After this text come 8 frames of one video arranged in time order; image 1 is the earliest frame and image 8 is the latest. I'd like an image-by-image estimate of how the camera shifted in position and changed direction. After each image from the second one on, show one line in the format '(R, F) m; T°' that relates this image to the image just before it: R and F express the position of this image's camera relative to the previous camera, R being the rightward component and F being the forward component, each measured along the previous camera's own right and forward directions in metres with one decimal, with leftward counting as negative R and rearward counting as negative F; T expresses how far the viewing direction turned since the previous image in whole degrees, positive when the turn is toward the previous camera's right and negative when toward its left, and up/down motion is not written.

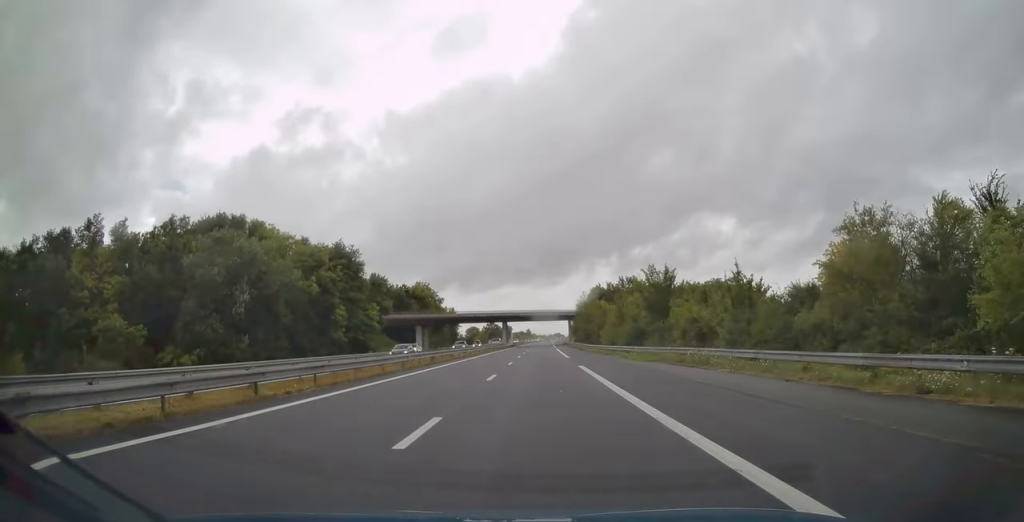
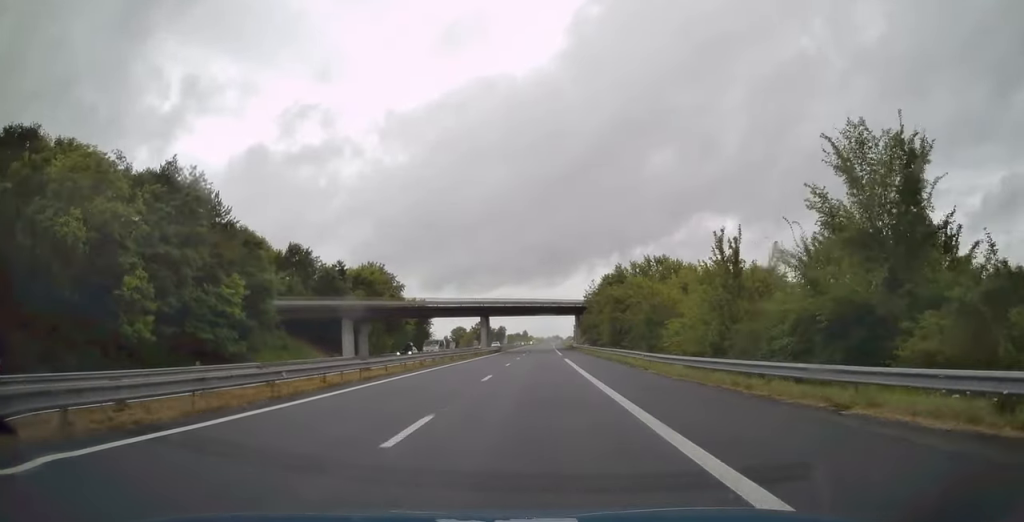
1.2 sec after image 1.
(+0.1, +38.9) m; 0°
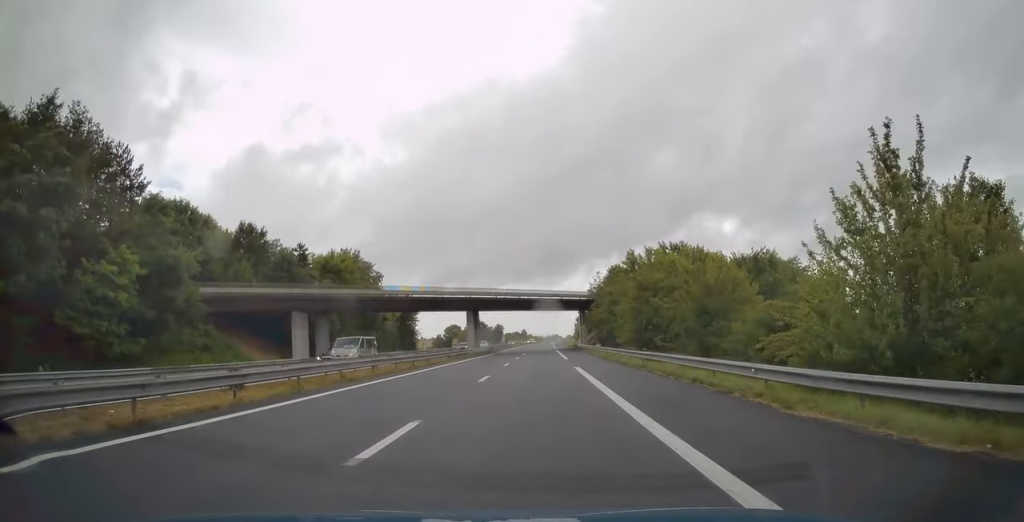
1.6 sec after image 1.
(0.0, +14.0) m; 0°
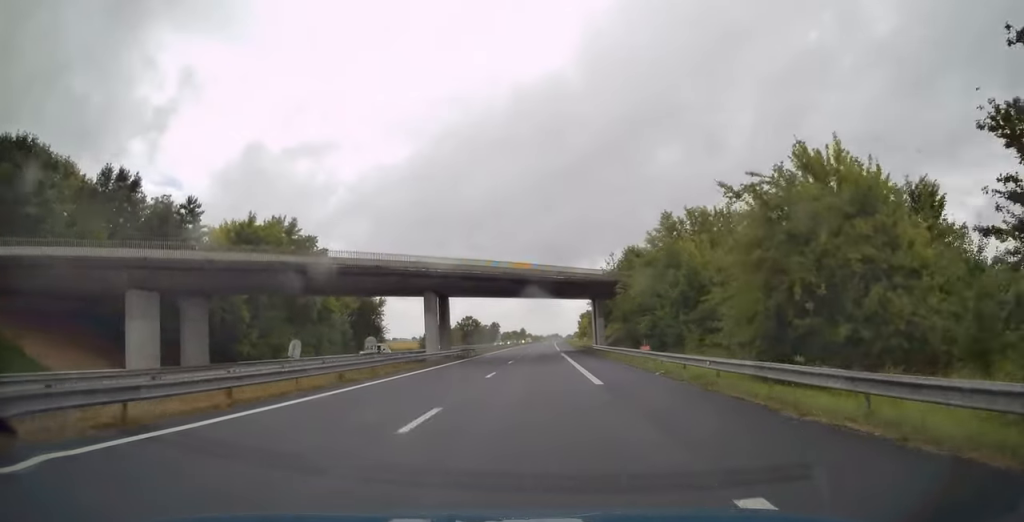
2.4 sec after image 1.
(-0.1, +24.3) m; 0°
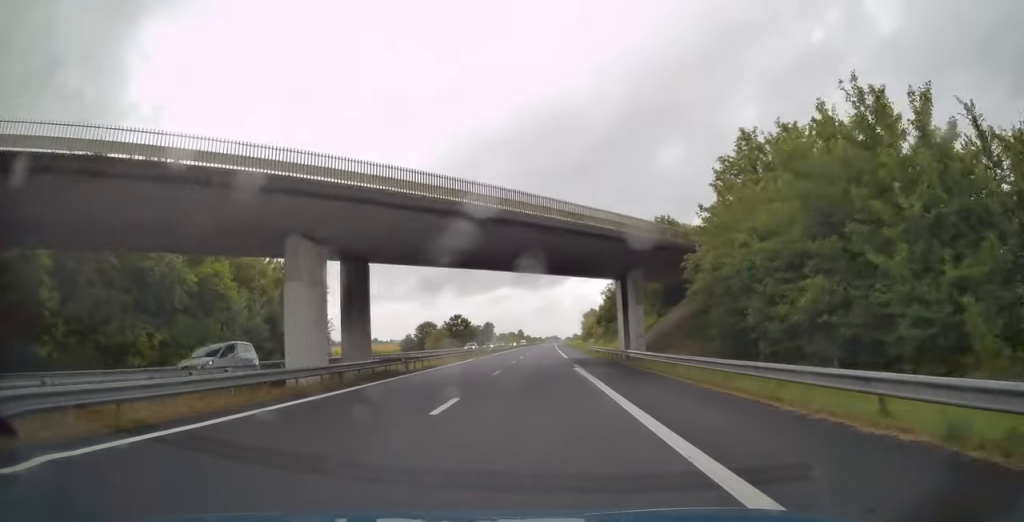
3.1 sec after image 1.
(+0.1, +24.3) m; 0°
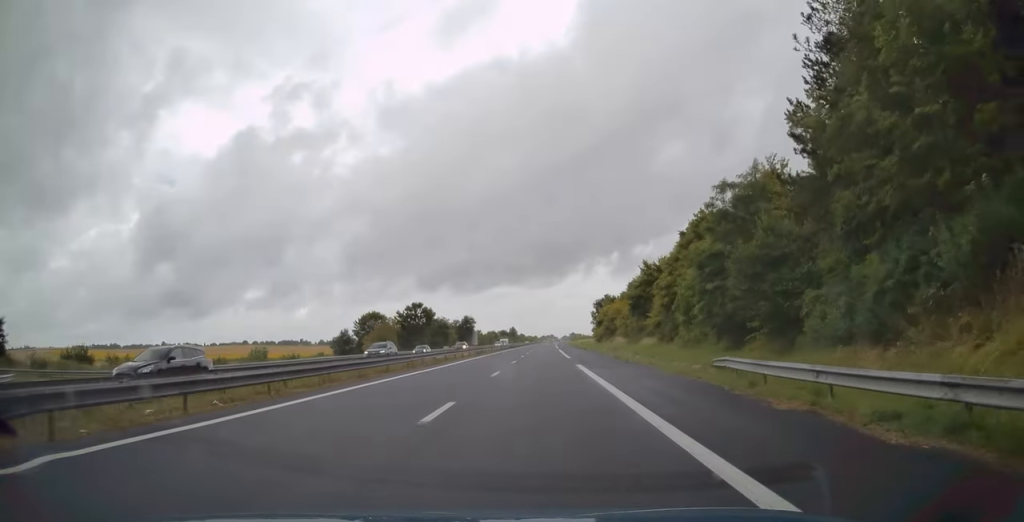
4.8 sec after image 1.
(+0.3, +54.2) m; 0°
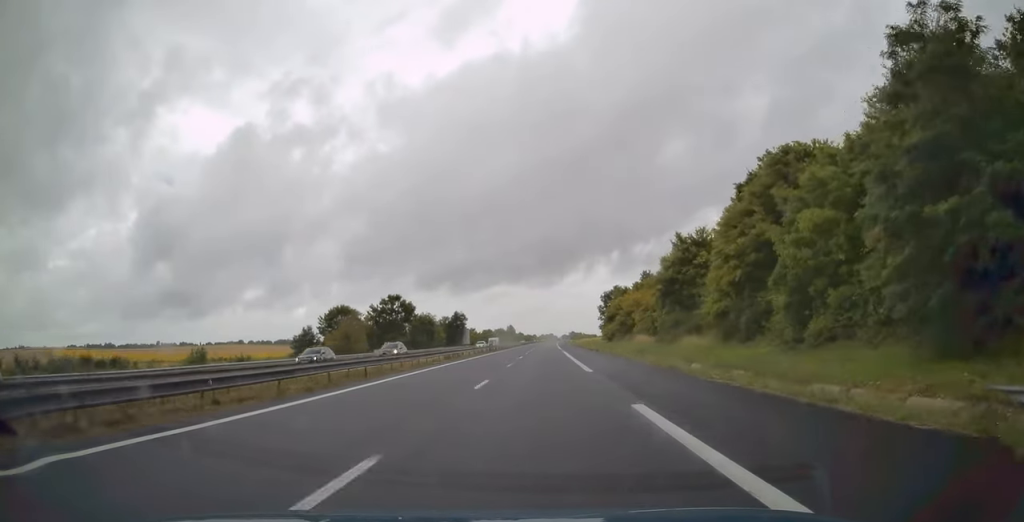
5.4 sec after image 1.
(0.0, +19.5) m; 0°
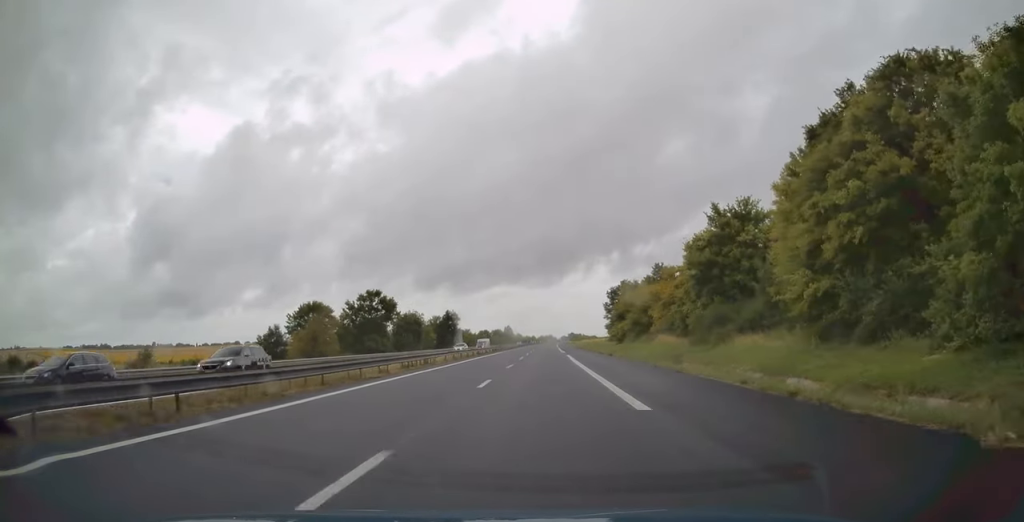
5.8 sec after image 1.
(0.0, +12.9) m; 0°
